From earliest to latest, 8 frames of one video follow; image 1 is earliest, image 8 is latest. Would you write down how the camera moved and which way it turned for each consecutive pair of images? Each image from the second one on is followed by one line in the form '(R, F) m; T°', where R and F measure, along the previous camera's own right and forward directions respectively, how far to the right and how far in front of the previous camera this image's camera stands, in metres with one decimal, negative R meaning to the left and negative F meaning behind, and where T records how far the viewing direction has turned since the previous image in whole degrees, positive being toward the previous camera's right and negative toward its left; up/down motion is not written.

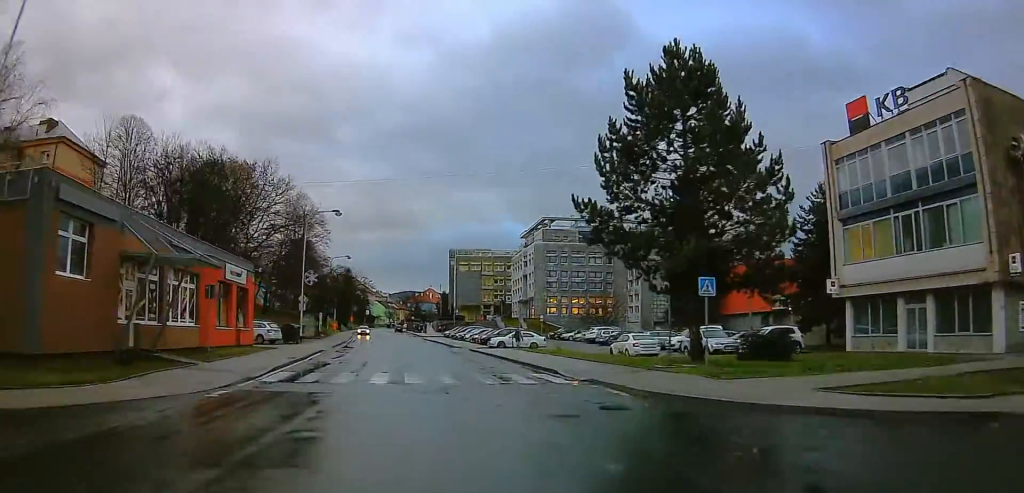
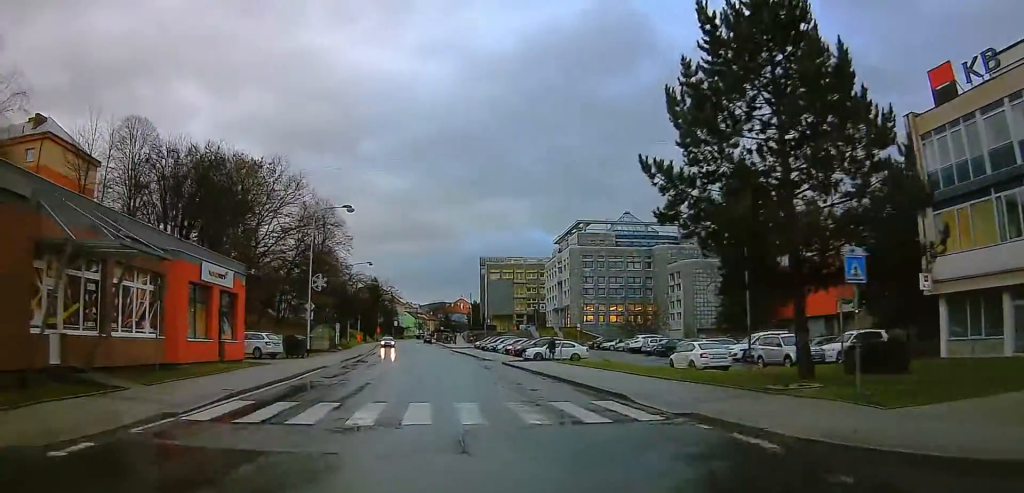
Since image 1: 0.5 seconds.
(-0.2, +6.5) m; -2°
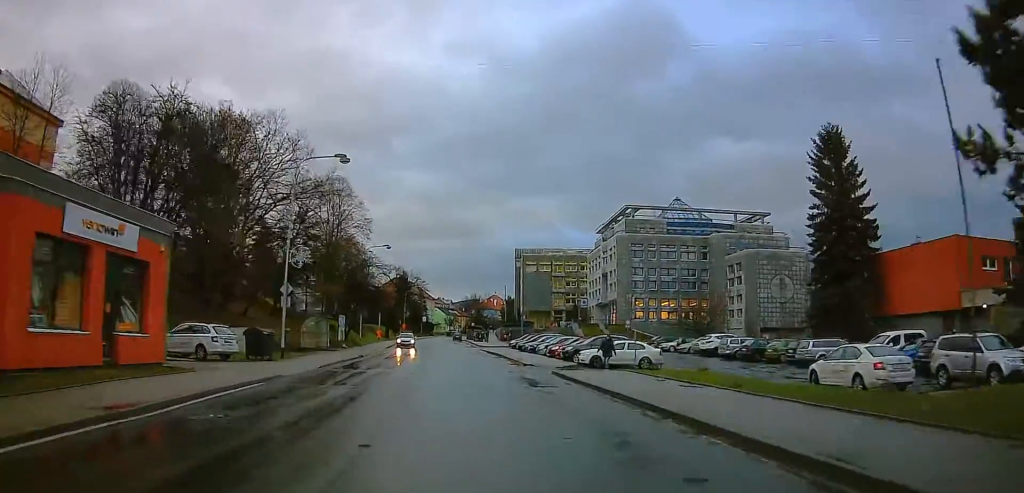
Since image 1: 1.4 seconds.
(0.0, +12.2) m; 0°
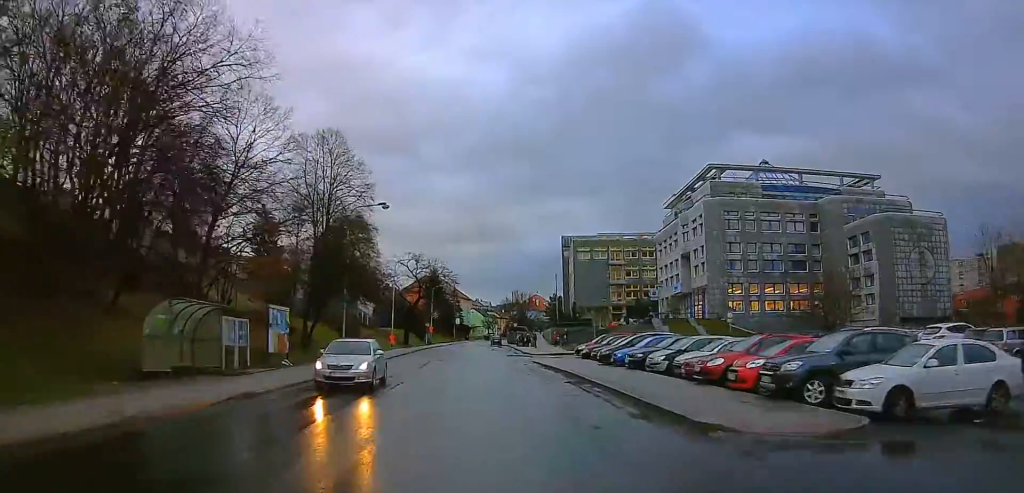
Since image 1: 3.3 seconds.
(0.0, +24.9) m; +1°
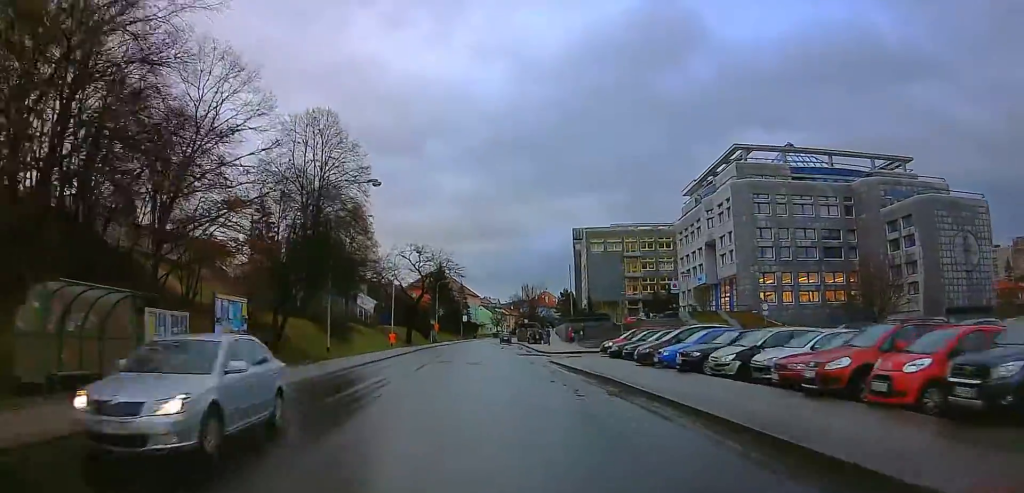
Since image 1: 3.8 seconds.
(+0.1, +6.6) m; -3°
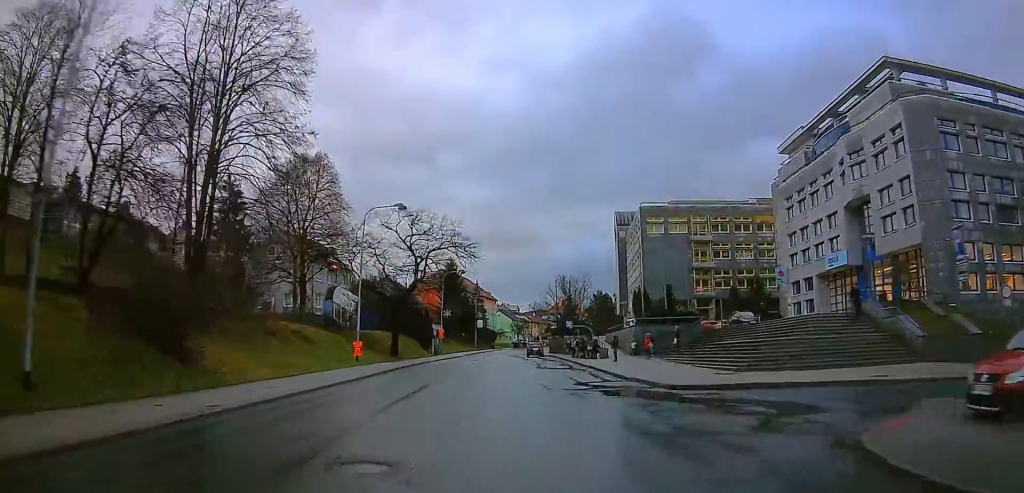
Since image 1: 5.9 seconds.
(-2.9, +27.3) m; -8°
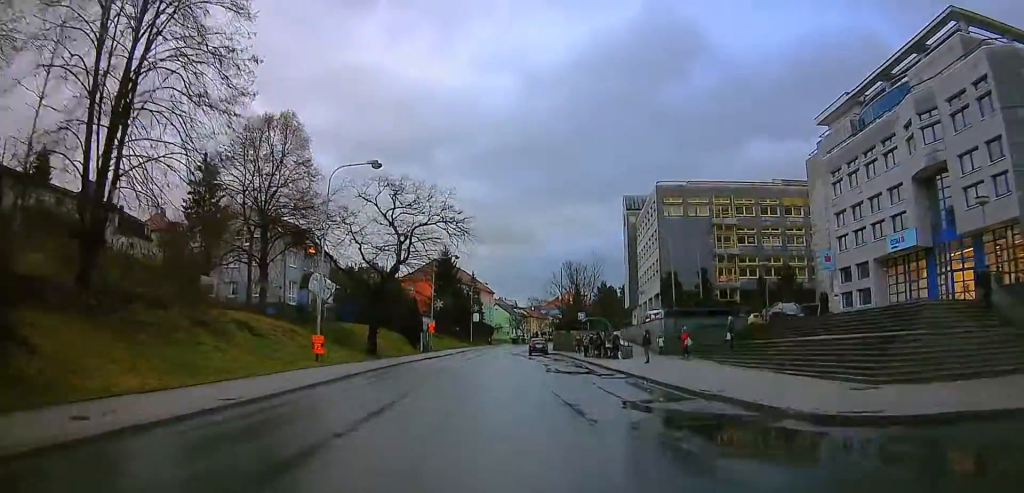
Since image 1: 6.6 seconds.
(+0.1, +9.3) m; +1°
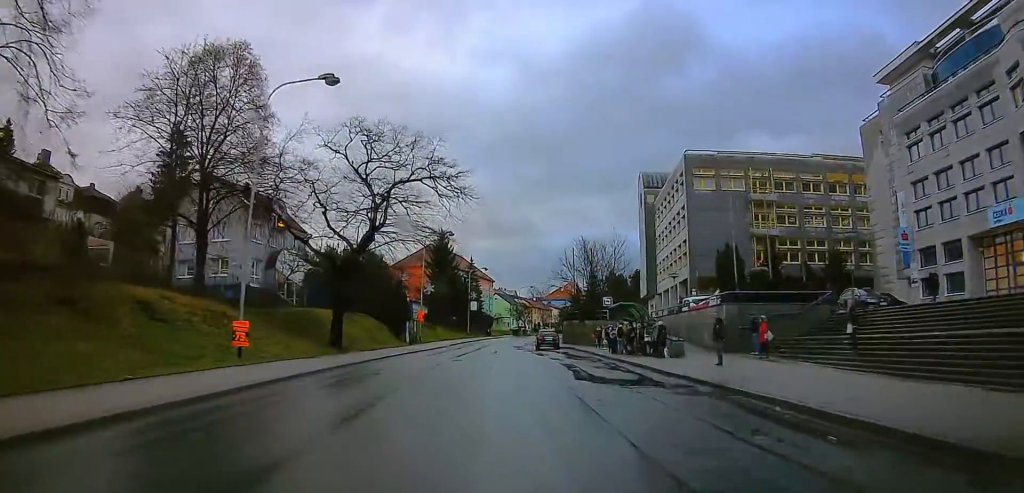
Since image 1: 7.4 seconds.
(0.0, +10.8) m; 0°
